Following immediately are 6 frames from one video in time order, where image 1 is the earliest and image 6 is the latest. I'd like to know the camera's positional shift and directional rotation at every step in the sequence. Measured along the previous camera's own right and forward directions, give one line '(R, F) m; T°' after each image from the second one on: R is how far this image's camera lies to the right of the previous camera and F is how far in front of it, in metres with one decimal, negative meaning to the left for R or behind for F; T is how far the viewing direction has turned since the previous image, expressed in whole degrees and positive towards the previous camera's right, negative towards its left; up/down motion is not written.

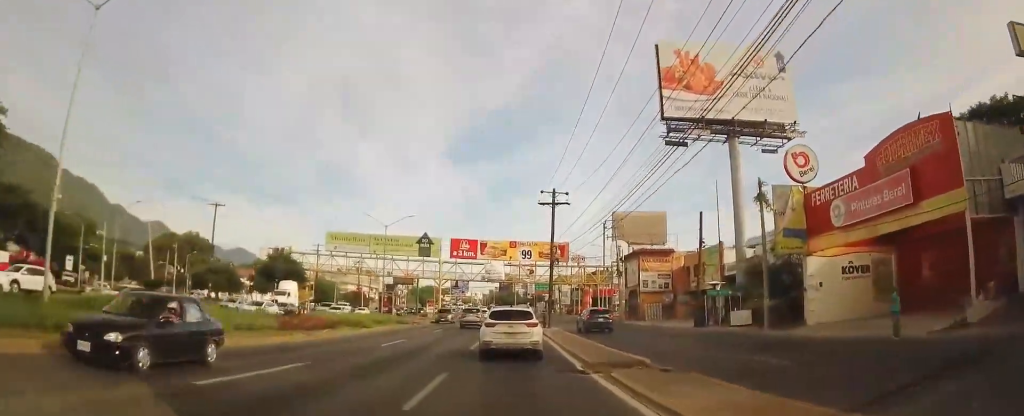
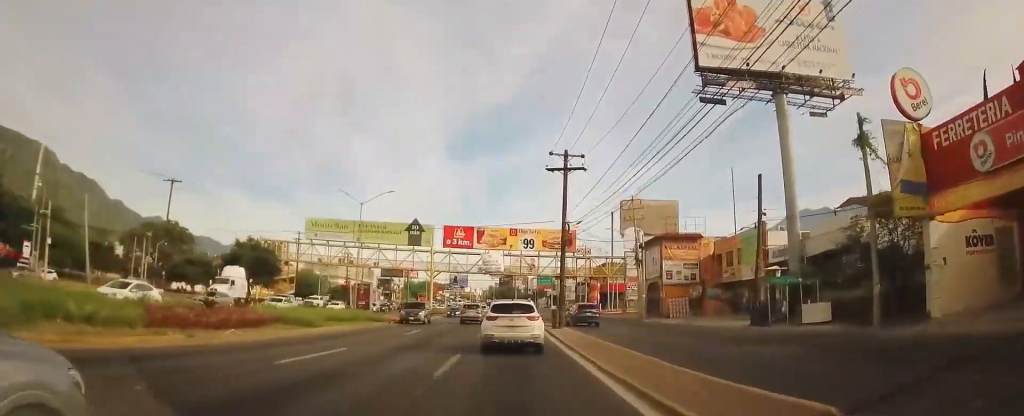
(+0.1, +9.6) m; 0°
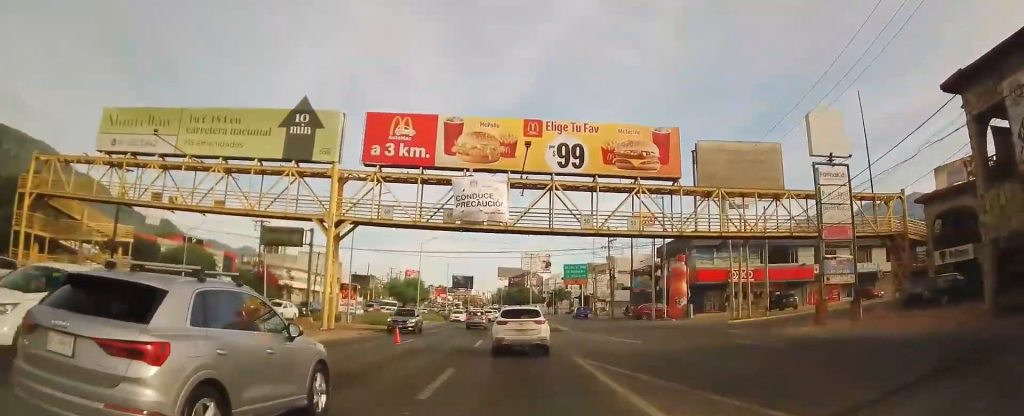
(-0.7, +47.2) m; -1°
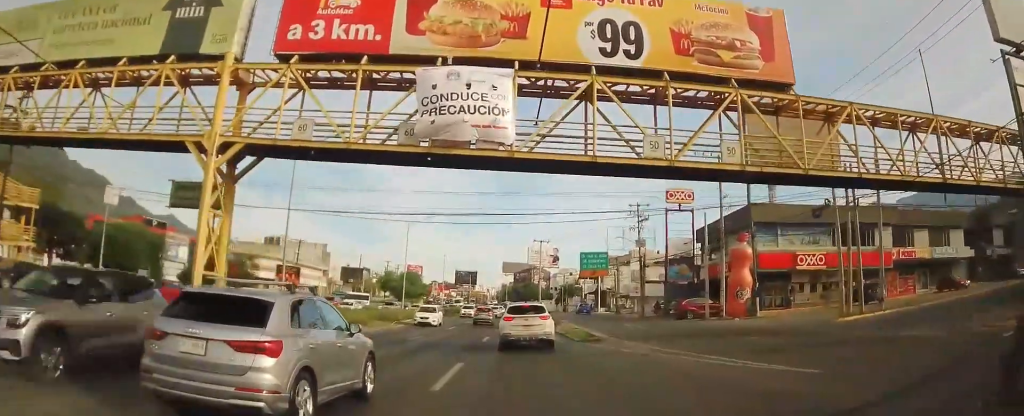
(0.0, +14.1) m; 0°
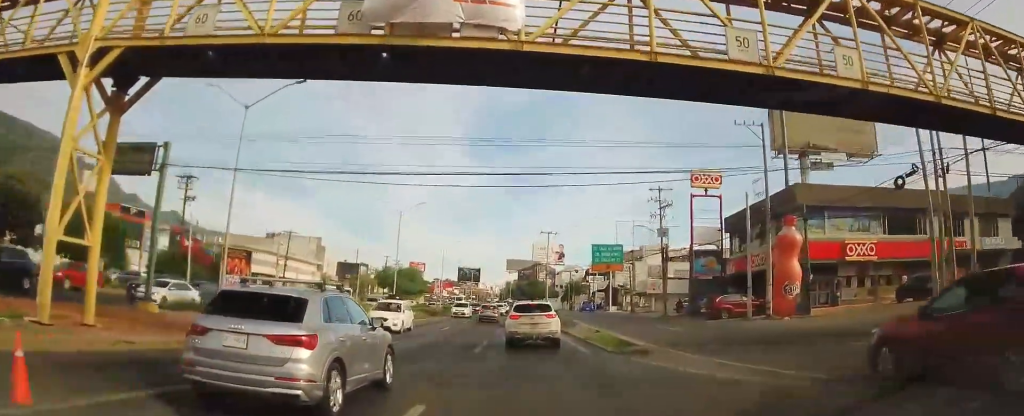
(-0.1, +6.9) m; +1°
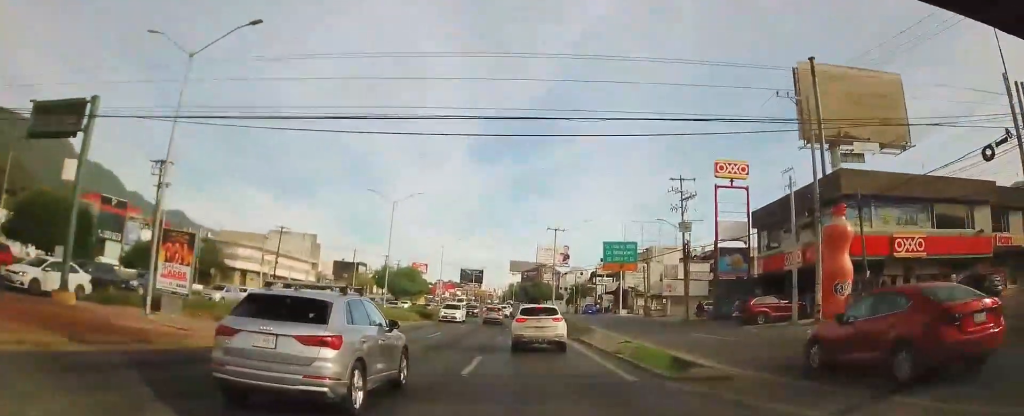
(0.0, +5.4) m; 0°
